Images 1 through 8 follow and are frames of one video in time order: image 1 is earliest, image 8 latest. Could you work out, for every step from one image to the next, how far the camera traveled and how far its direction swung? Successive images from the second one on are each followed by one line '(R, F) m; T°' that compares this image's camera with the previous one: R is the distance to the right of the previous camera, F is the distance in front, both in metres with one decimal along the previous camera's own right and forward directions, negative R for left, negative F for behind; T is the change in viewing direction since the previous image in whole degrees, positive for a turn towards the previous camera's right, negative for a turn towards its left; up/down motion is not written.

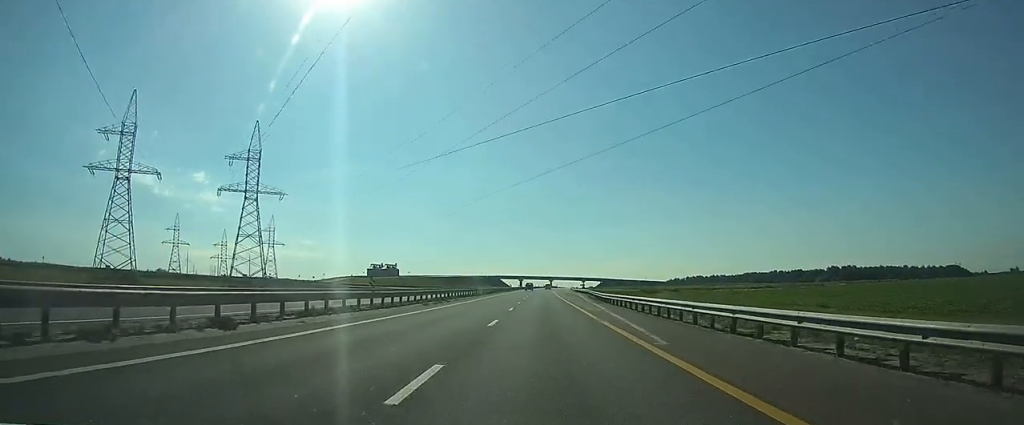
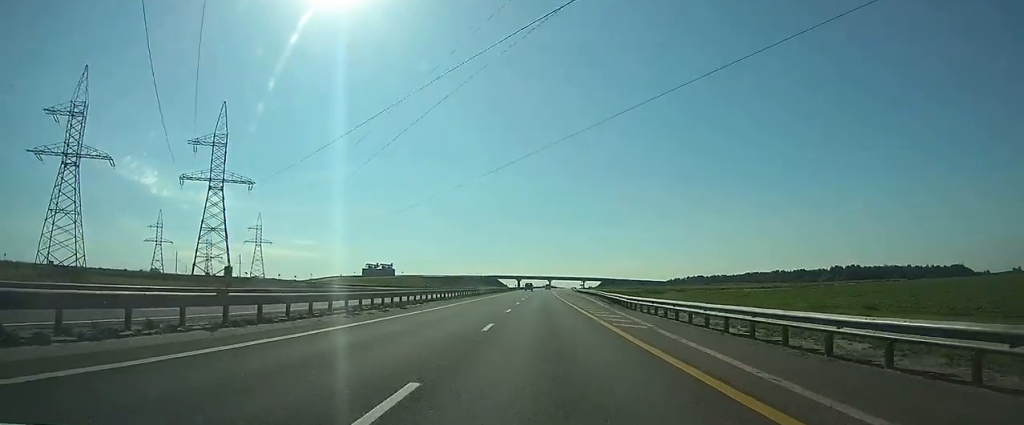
(0.0, +13.4) m; 0°
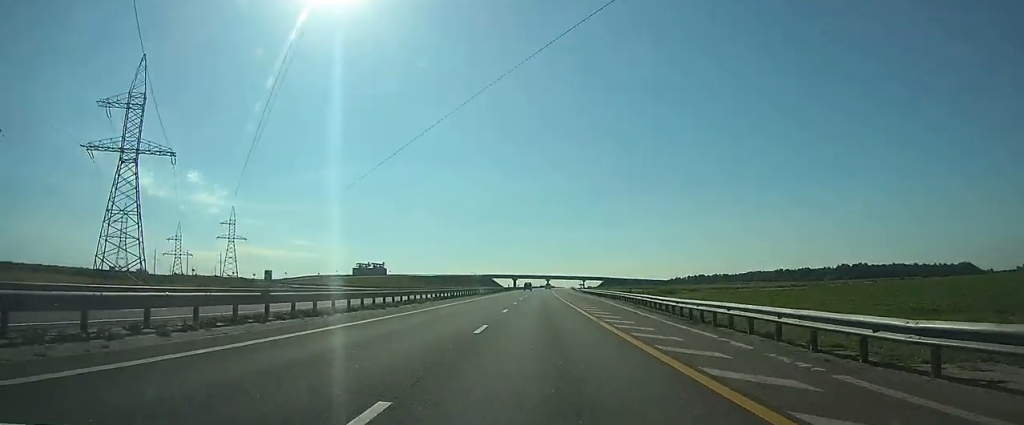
(0.0, +24.8) m; 0°
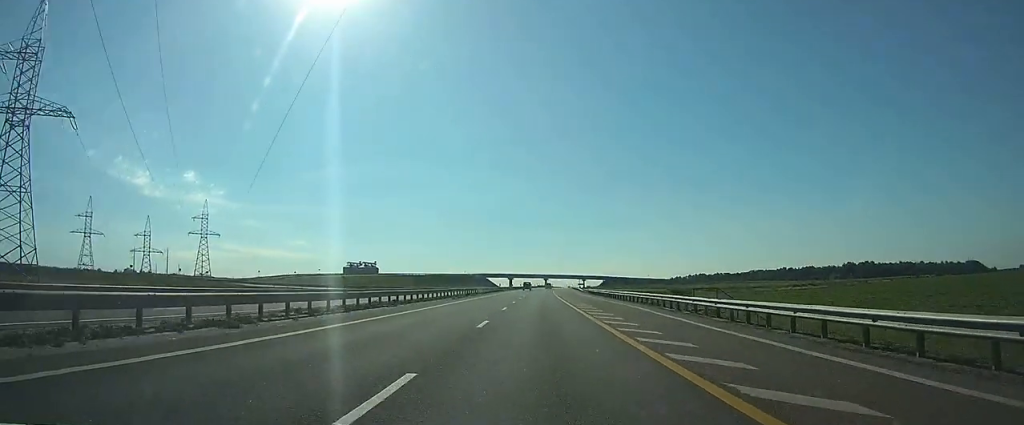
(0.0, +21.8) m; 0°
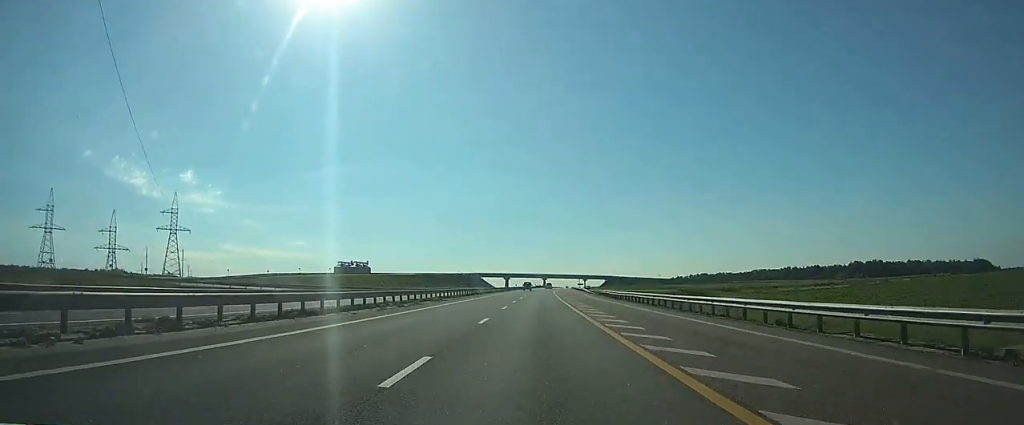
(0.0, +21.8) m; 0°
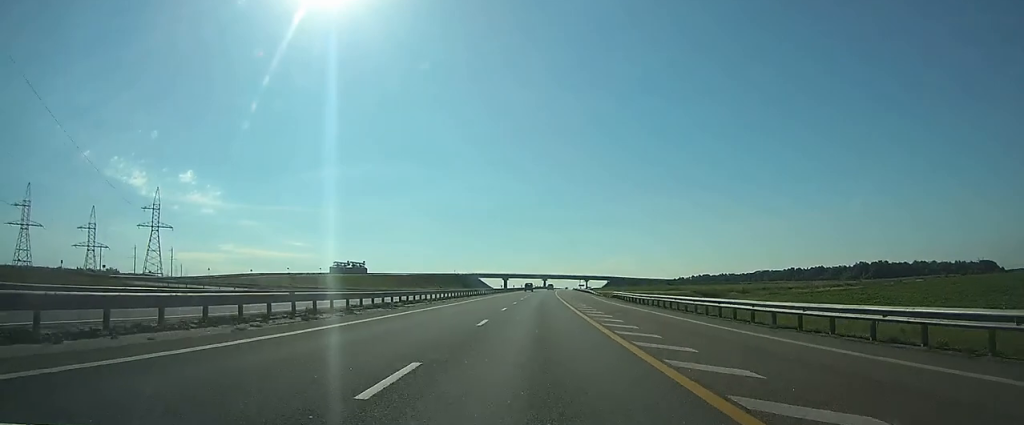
(0.0, +12.5) m; 0°
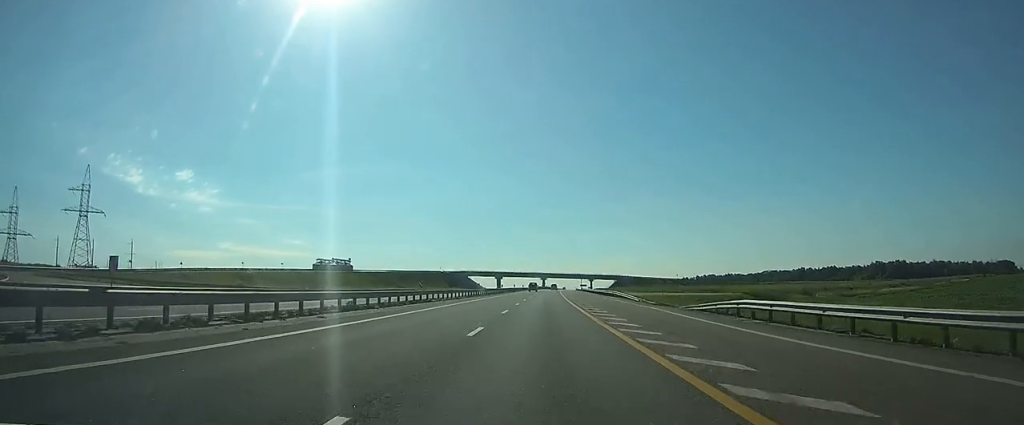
(+0.2, +39.5) m; +1°
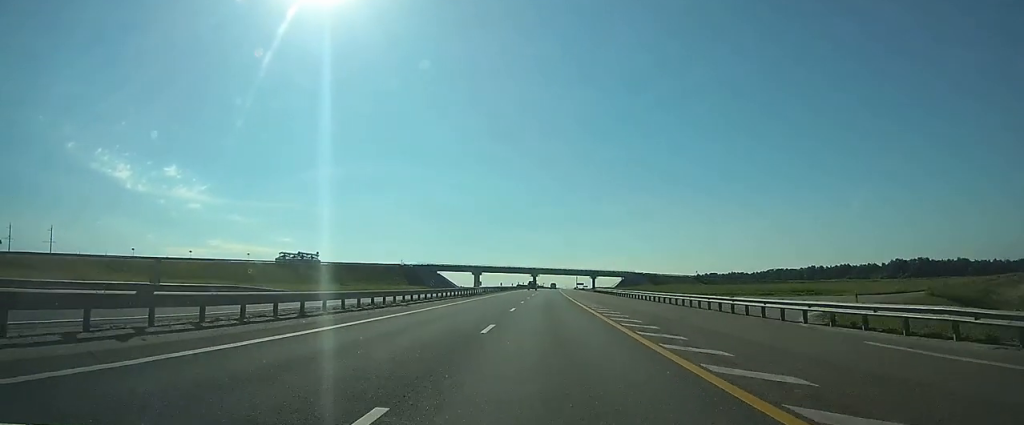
(+0.1, +58.9) m; 0°
